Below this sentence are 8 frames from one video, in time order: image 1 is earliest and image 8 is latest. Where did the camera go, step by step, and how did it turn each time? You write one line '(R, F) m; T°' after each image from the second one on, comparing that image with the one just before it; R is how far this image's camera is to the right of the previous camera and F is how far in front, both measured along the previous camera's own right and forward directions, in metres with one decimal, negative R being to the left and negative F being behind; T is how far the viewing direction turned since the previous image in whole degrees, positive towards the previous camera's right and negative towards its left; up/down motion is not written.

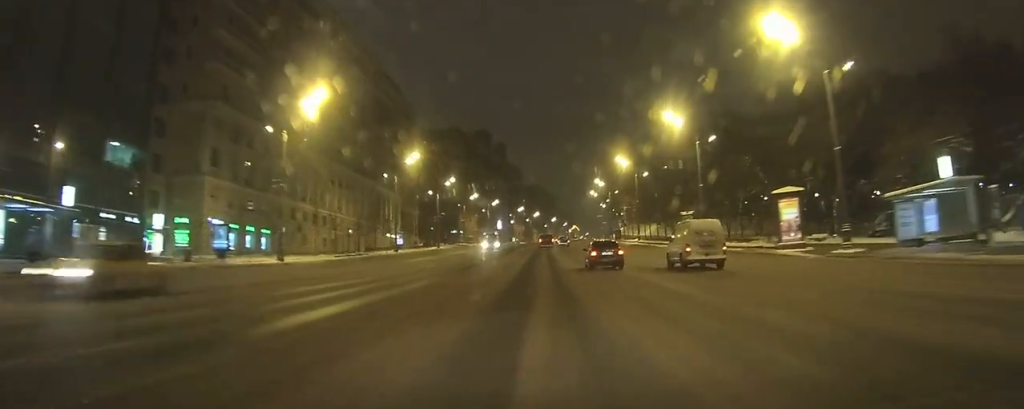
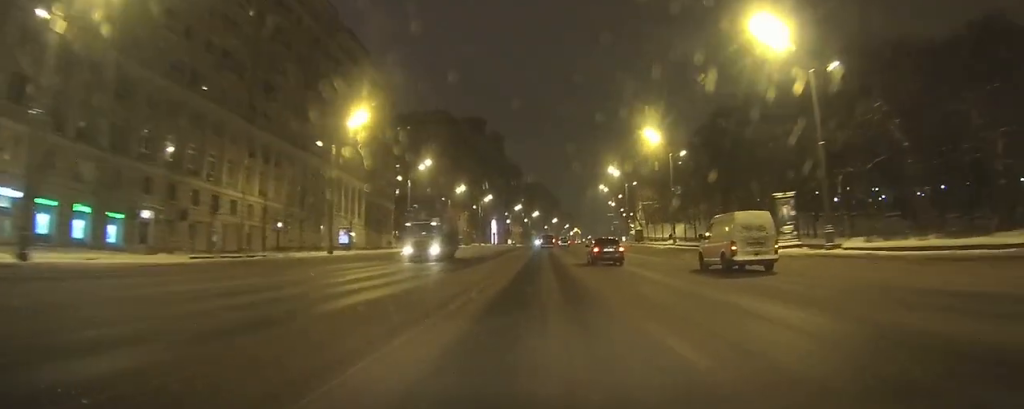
(+0.1, +28.5) m; 0°
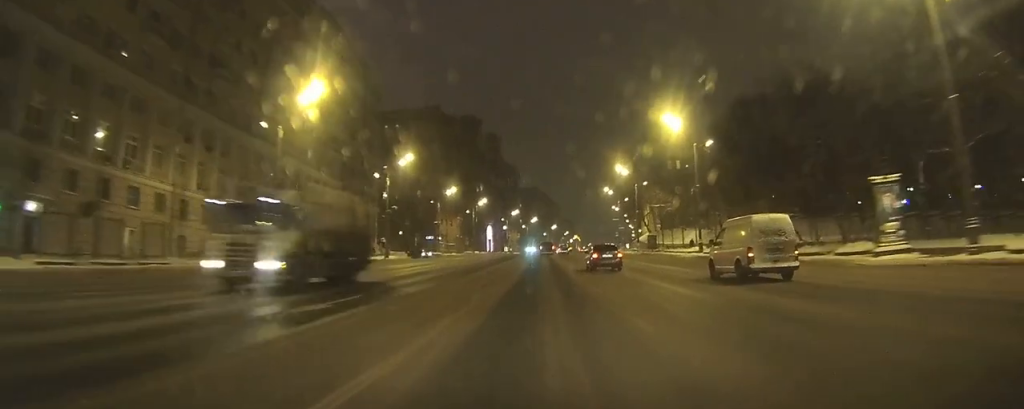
(0.0, +13.1) m; 0°
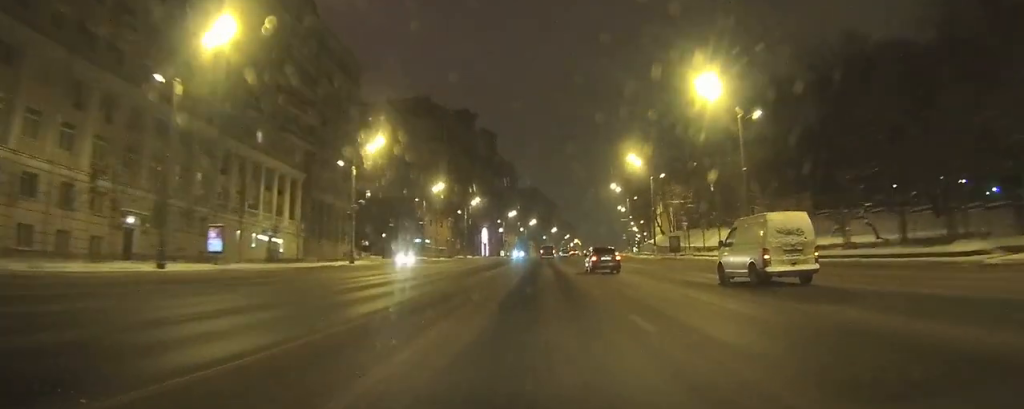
(0.0, +15.3) m; 0°
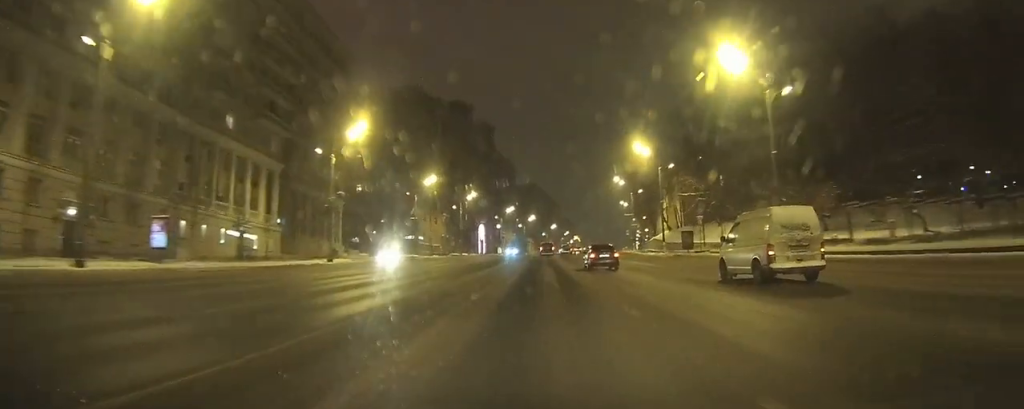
(0.0, +6.8) m; 0°
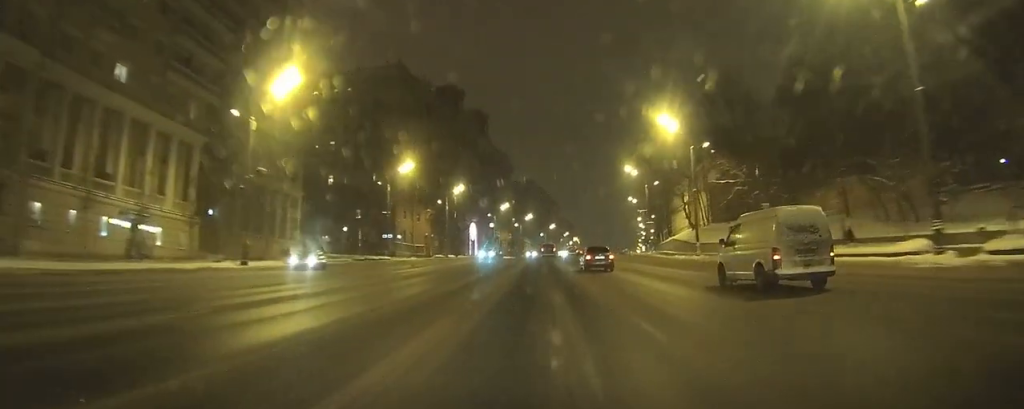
(0.0, +18.2) m; 0°
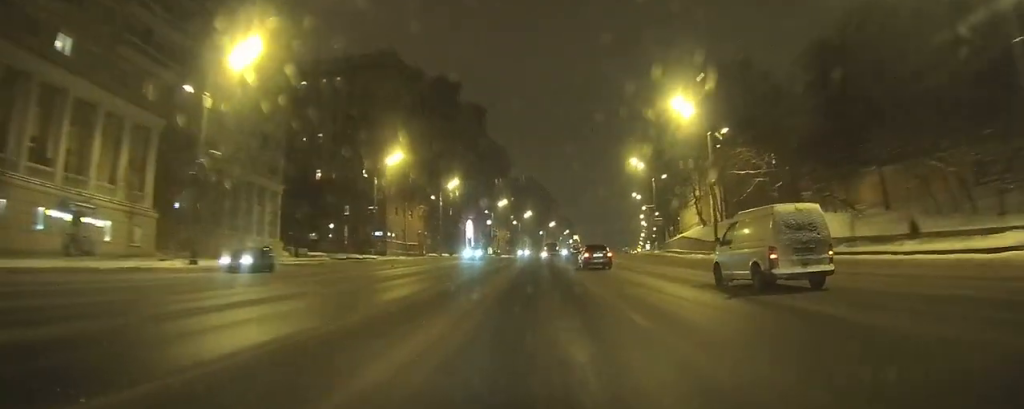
(0.0, +6.8) m; 0°
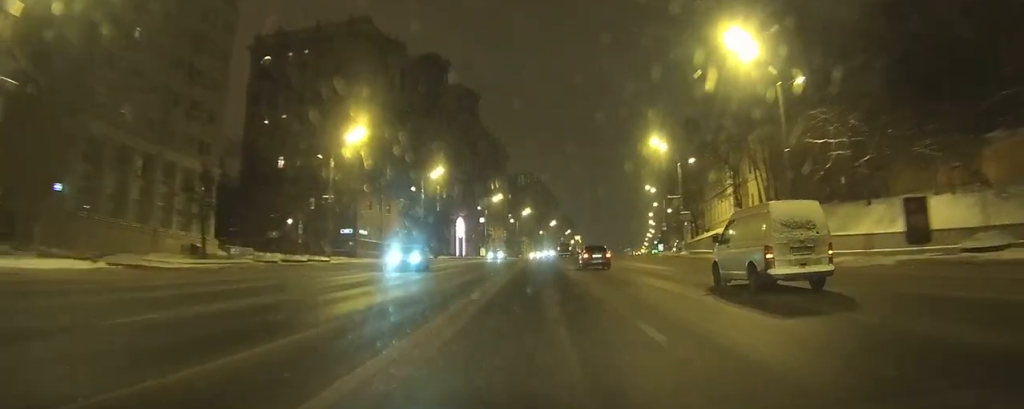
(+0.1, +17.6) m; +1°
